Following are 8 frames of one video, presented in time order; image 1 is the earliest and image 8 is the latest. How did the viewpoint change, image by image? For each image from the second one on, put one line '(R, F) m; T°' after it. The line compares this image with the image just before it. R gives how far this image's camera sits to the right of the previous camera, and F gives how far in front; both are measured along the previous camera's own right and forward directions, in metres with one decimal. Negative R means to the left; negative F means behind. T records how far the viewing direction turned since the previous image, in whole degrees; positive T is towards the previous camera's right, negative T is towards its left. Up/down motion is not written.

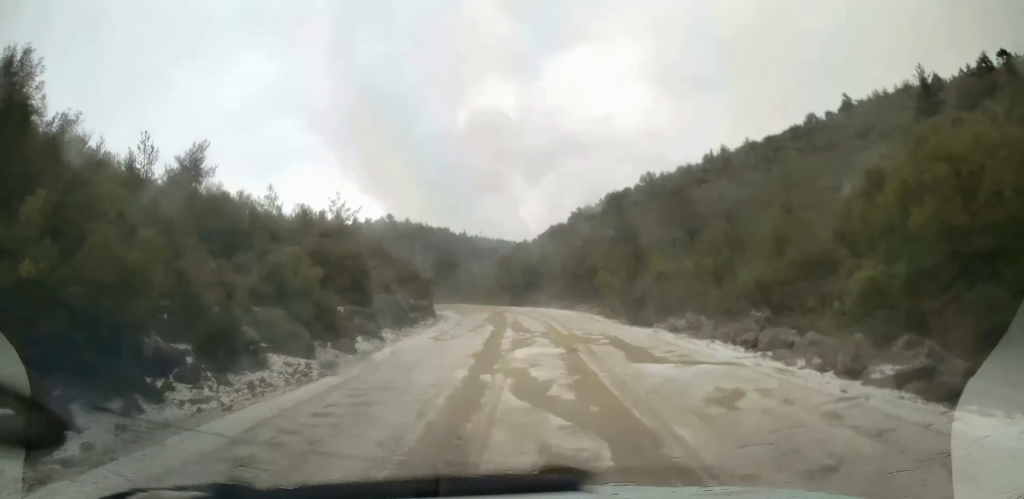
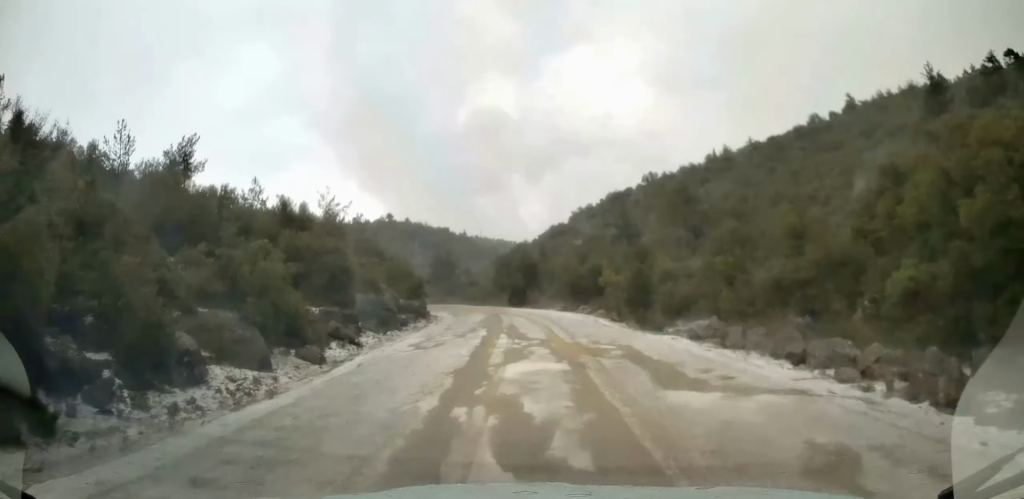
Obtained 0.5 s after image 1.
(+0.1, +2.9) m; +1°
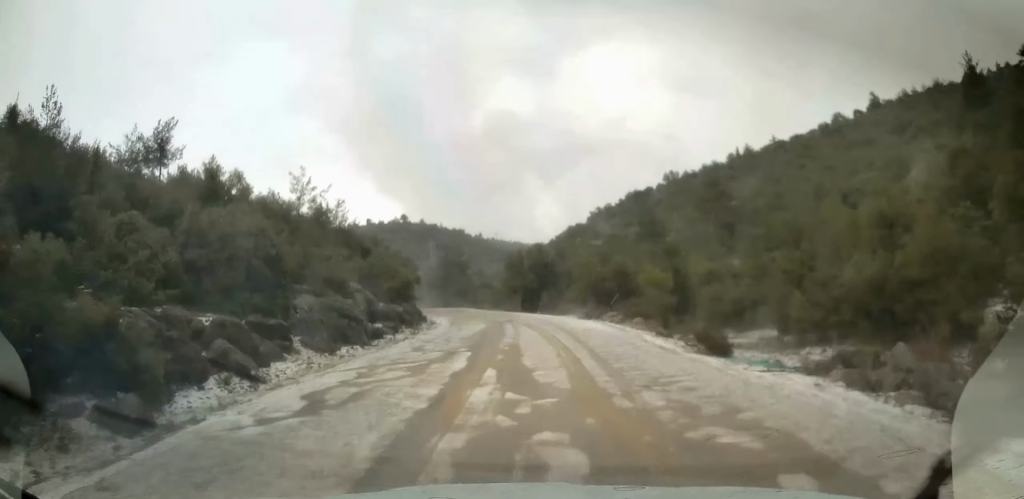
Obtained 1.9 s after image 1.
(+0.1, +8.9) m; -1°
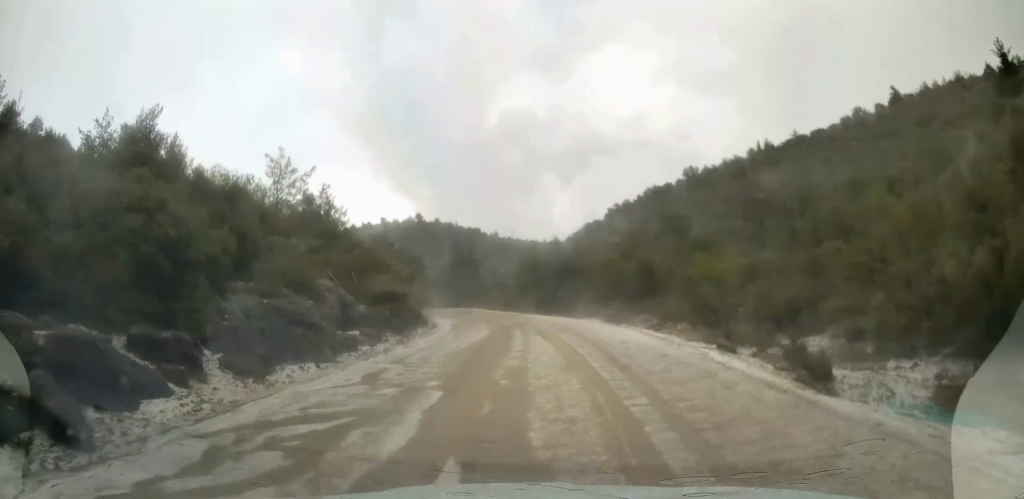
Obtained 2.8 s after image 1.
(-0.2, +6.3) m; -3°
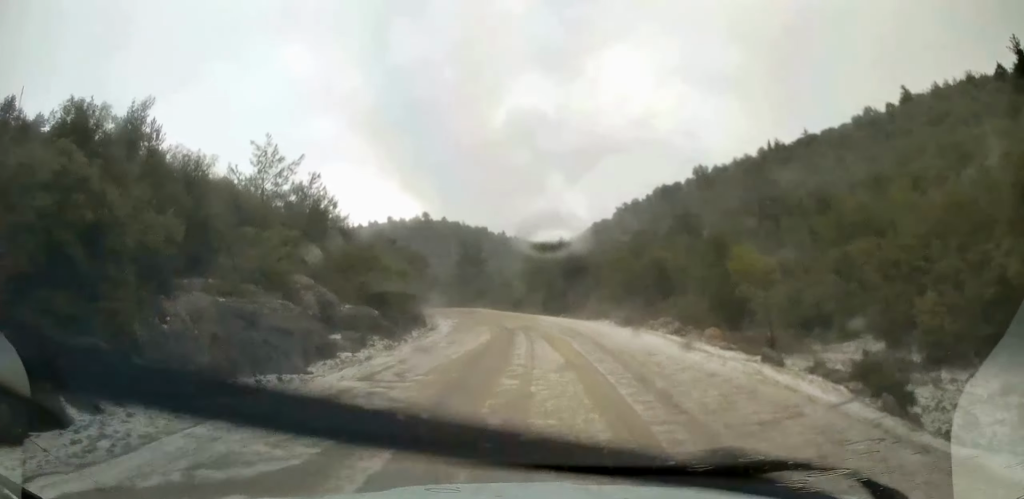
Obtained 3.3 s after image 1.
(-0.1, +3.1) m; -1°
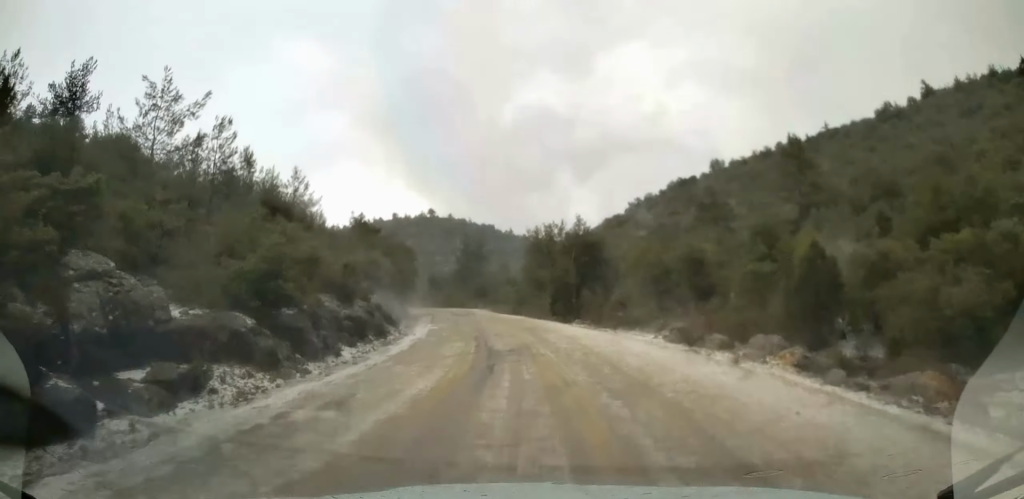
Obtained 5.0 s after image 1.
(-0.2, +11.4) m; -1°
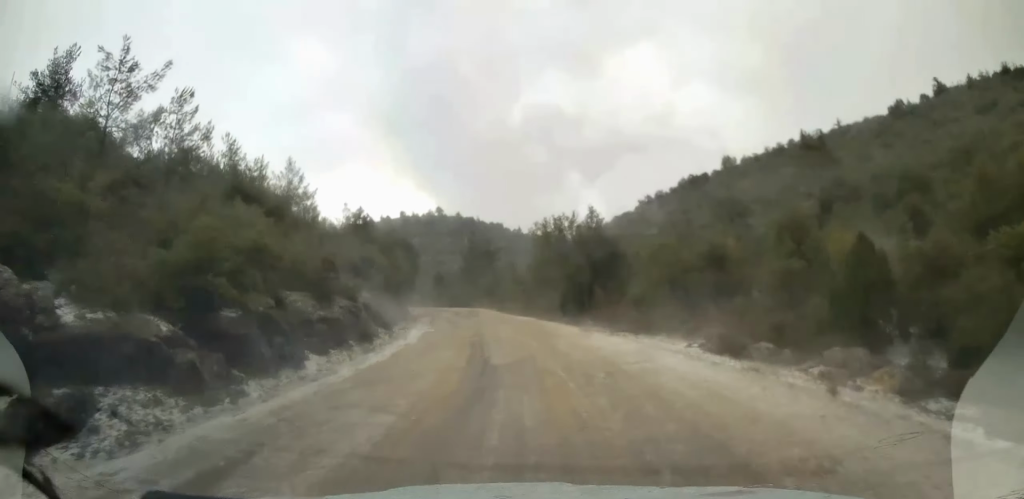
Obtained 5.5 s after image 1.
(0.0, +3.8) m; -1°
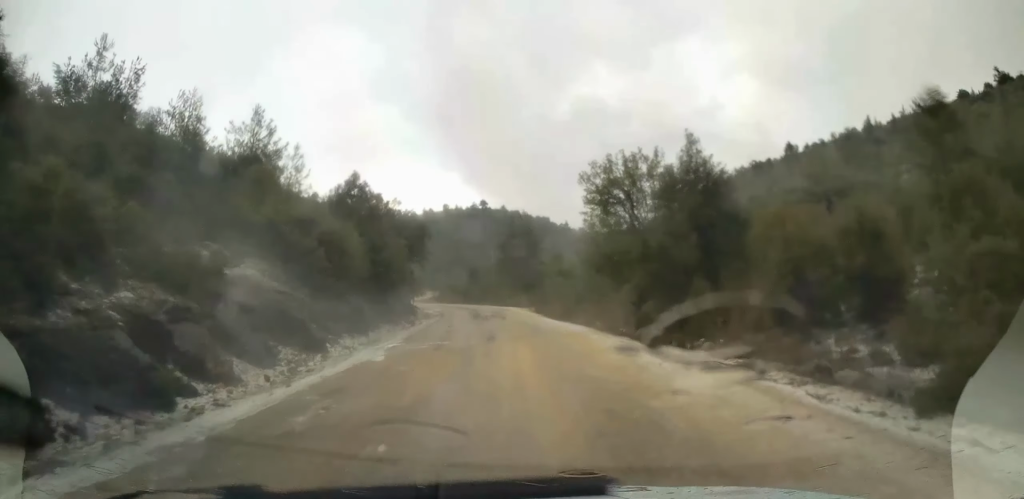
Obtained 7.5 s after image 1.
(-0.6, +16.0) m; -5°
